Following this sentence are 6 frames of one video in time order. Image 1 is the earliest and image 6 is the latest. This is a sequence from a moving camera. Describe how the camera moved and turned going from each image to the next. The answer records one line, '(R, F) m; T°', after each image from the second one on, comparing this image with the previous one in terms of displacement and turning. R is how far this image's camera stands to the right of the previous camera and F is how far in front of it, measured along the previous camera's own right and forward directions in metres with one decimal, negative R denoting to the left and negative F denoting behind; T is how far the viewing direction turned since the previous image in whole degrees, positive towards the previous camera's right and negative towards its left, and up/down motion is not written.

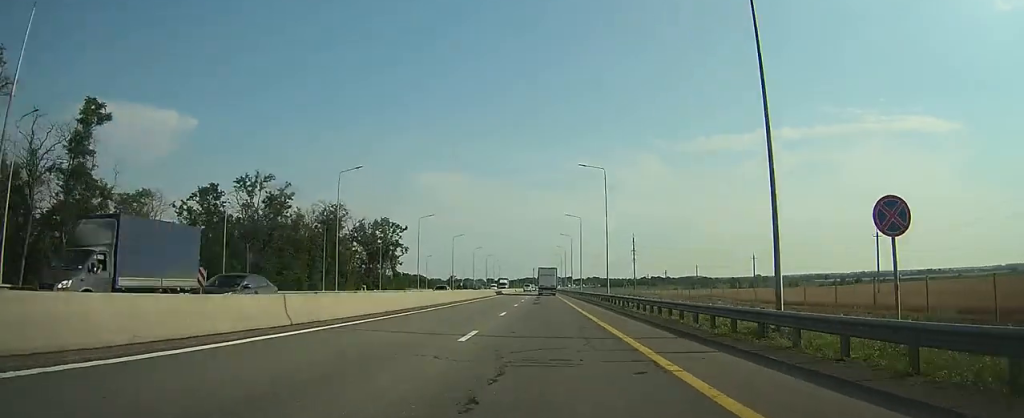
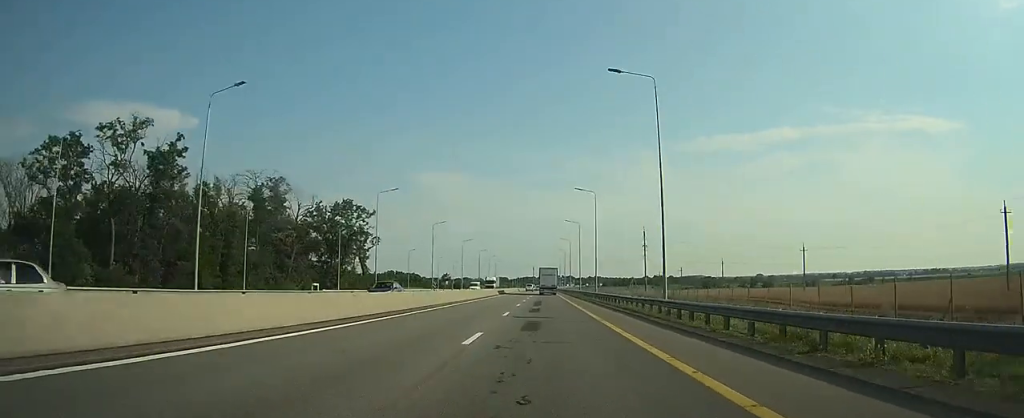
(-0.1, +24.7) m; 0°
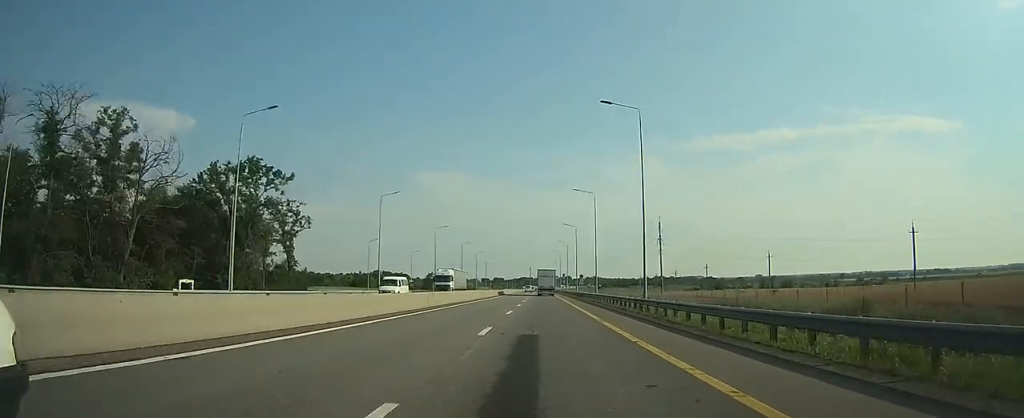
(+0.1, +33.4) m; 0°
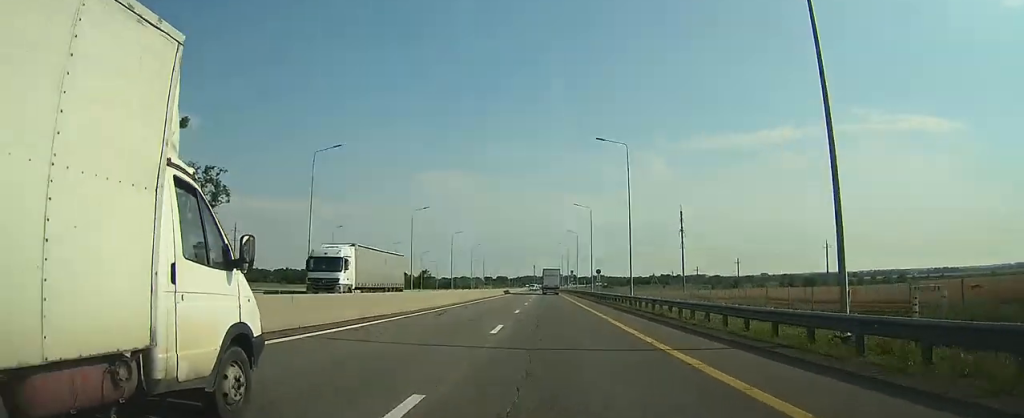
(0.0, +23.5) m; 0°
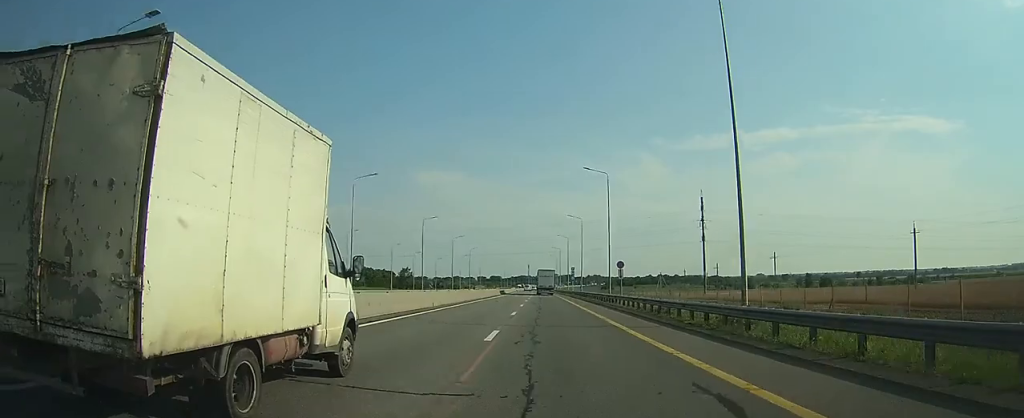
(+0.1, +26.0) m; 0°
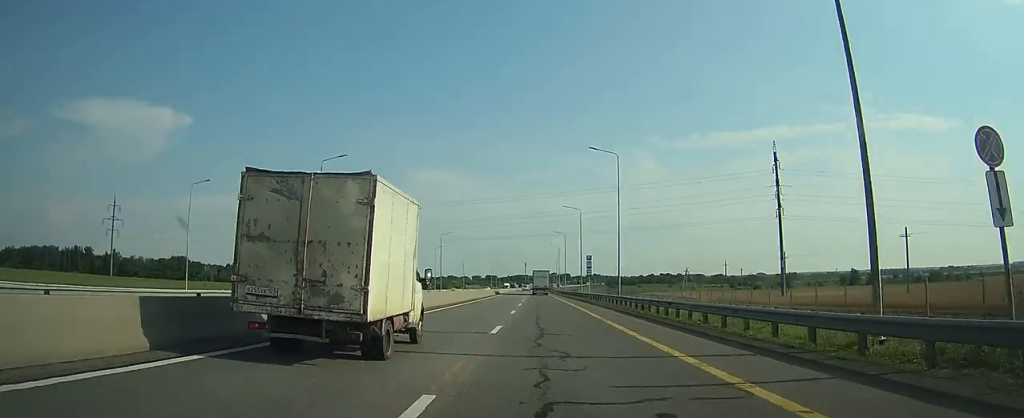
(-0.1, +46.1) m; 0°
